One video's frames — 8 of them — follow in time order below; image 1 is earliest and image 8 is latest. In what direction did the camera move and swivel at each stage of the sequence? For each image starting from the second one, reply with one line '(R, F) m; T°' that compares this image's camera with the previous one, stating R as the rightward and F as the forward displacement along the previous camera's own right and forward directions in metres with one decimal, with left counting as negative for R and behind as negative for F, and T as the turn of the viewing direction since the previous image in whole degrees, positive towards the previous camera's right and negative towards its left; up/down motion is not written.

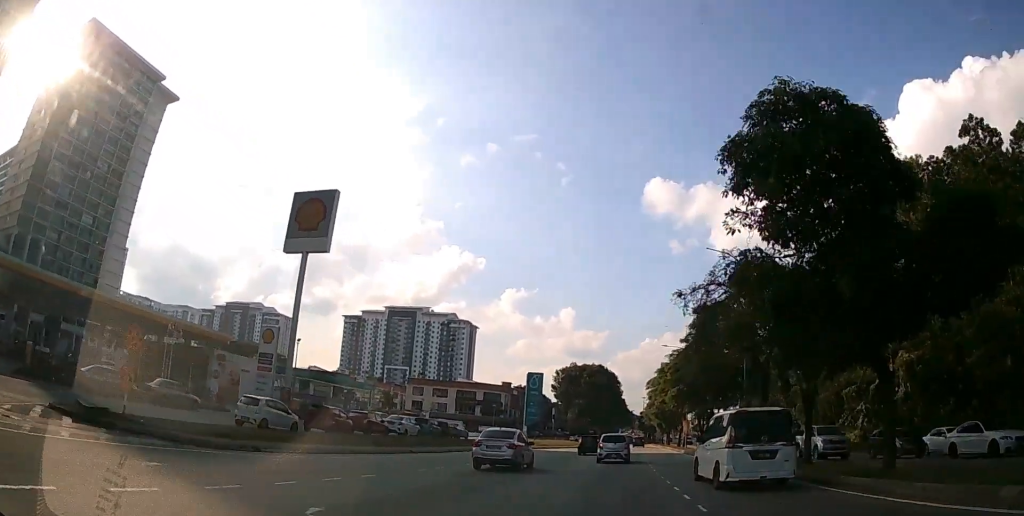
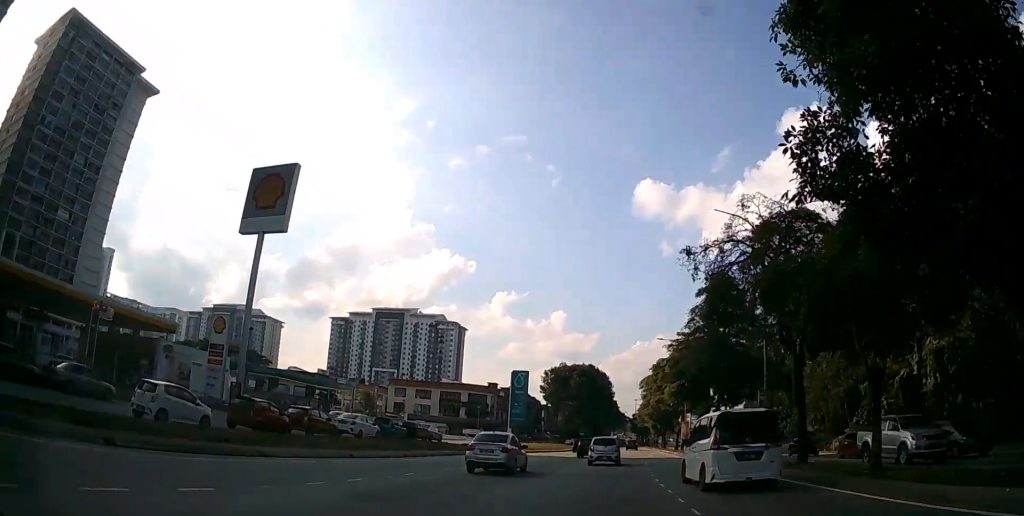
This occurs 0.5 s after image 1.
(+0.1, +6.3) m; +1°
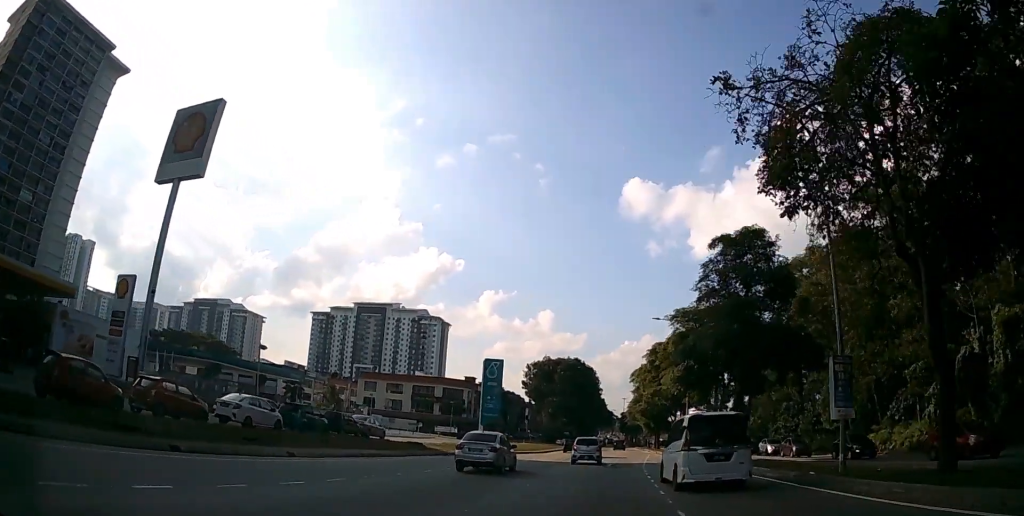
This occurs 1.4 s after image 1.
(+0.1, +10.2) m; +1°
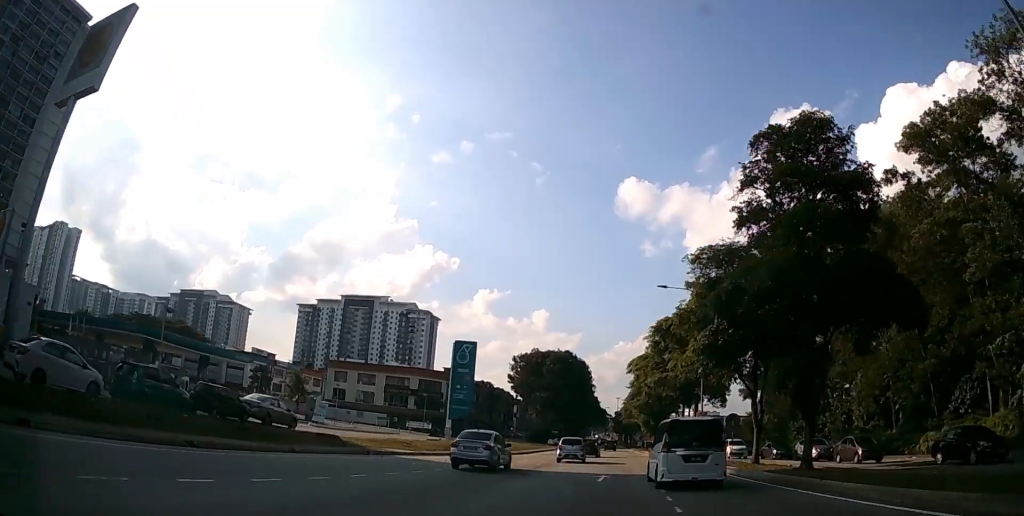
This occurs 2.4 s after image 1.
(+0.1, +10.9) m; +1°
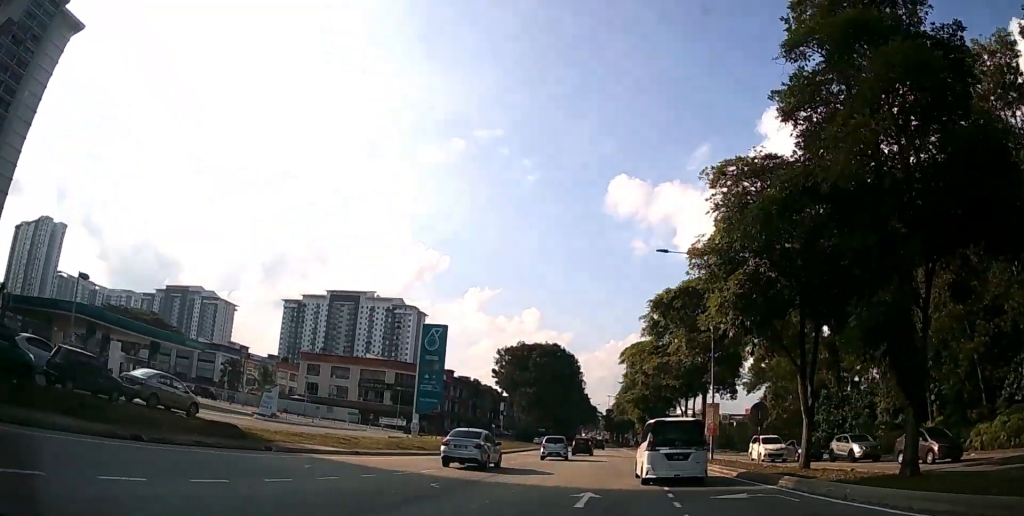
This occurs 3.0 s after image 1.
(+0.1, +7.5) m; 0°
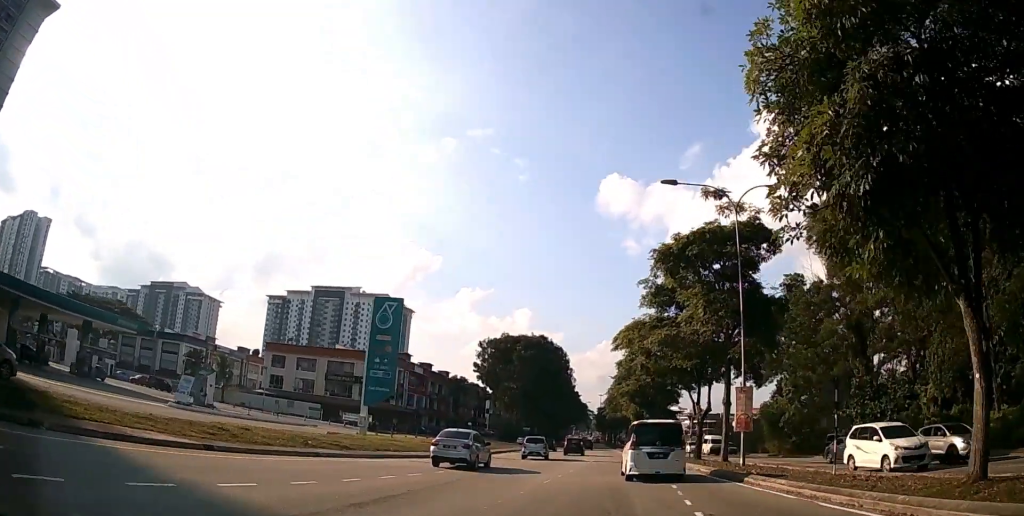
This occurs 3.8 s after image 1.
(0.0, +8.8) m; 0°
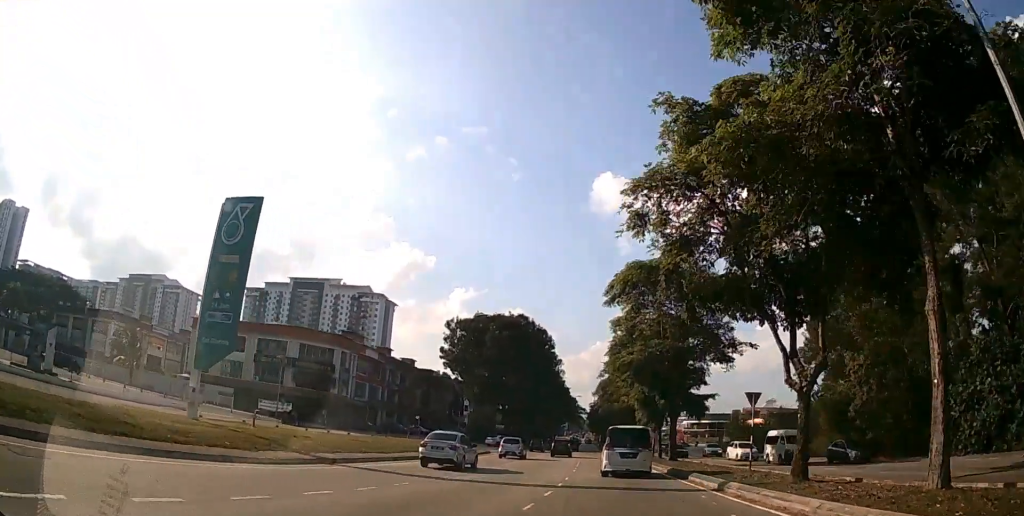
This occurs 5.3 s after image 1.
(0.0, +18.3) m; +1°
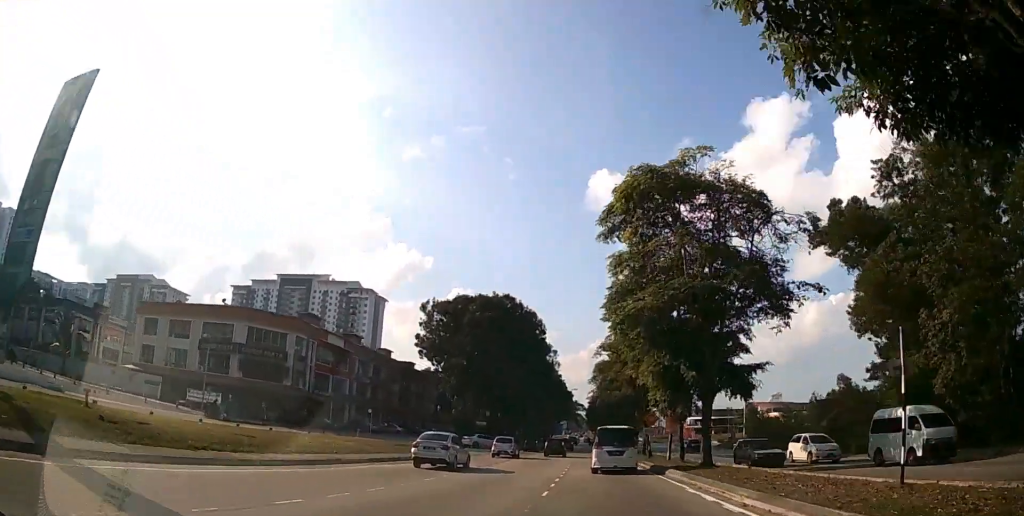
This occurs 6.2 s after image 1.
(+0.1, +11.0) m; +1°
